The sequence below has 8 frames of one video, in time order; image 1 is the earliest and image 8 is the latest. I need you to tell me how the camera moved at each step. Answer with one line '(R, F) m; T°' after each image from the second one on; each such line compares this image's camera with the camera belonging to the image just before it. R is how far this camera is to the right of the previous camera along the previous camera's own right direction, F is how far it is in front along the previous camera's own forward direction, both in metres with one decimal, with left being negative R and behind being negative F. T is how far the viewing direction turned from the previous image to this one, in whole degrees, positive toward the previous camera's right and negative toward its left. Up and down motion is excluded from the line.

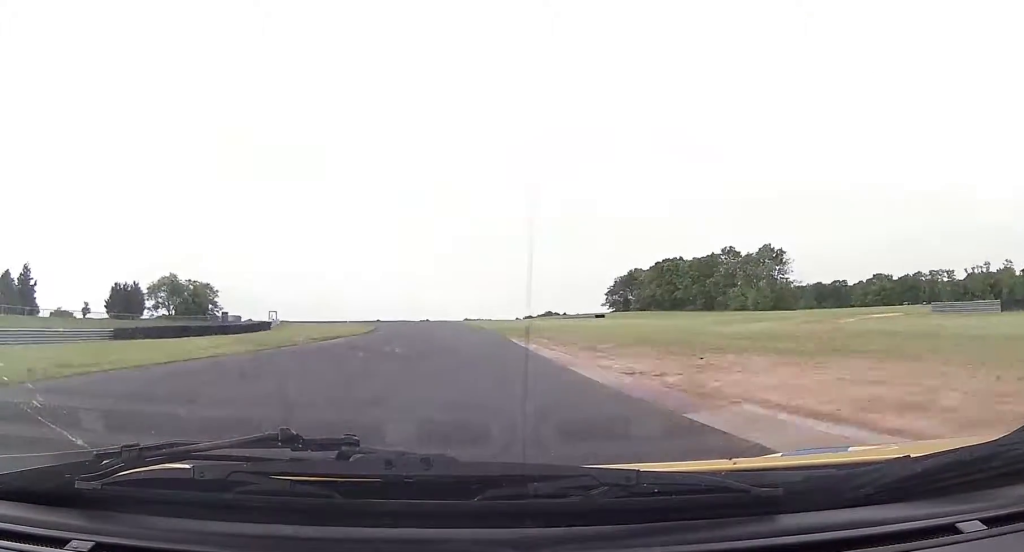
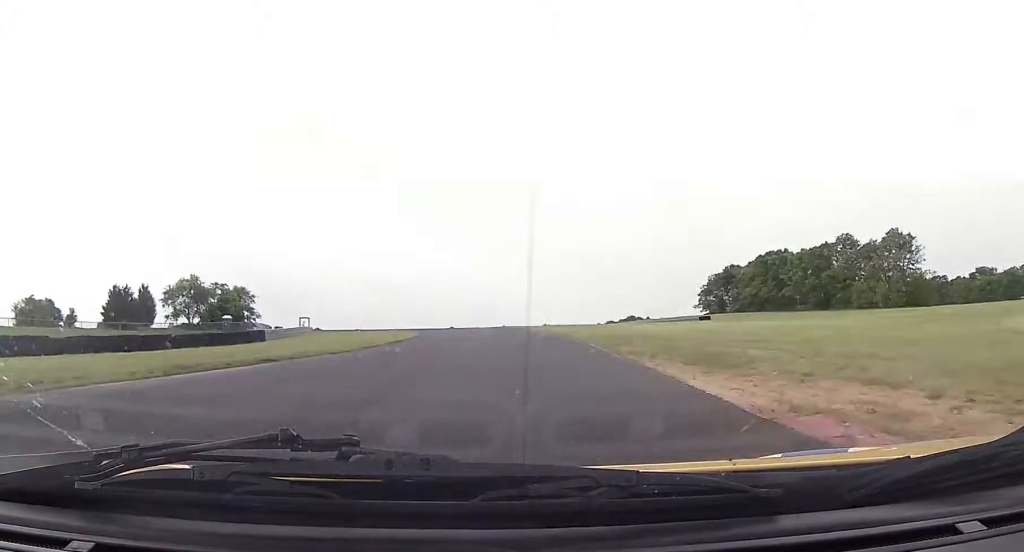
(-2.1, +28.3) m; -6°
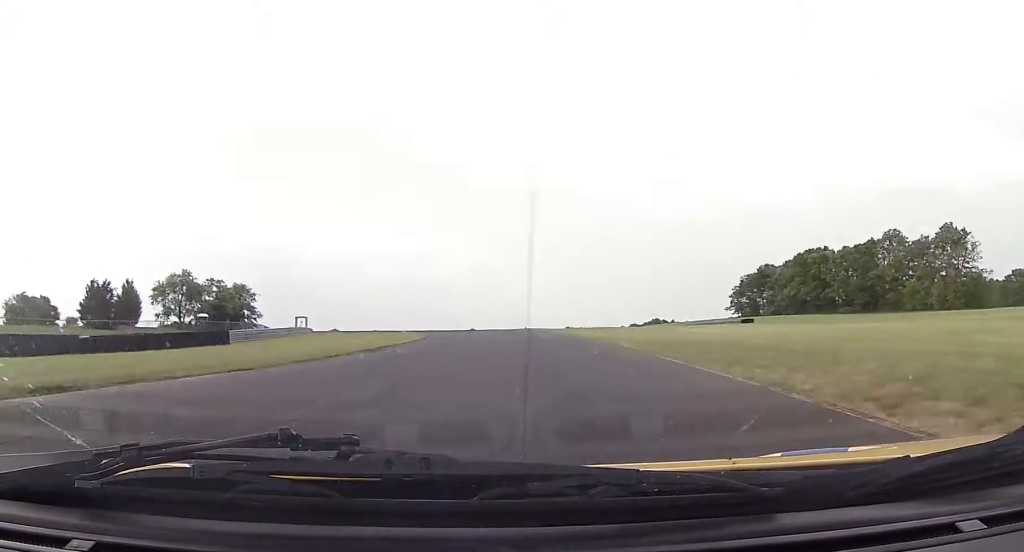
(-0.4, +13.2) m; -2°
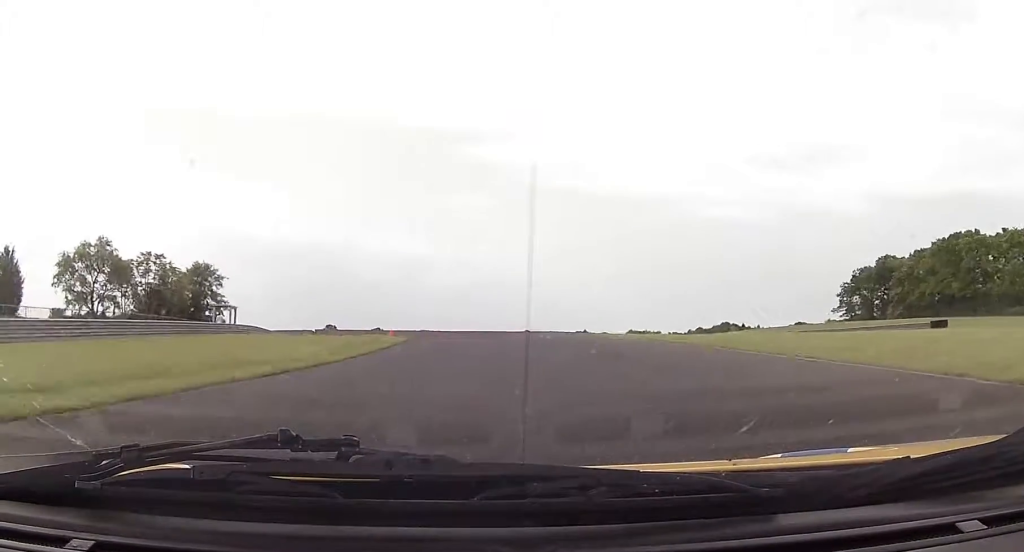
(-1.0, +45.3) m; -4°
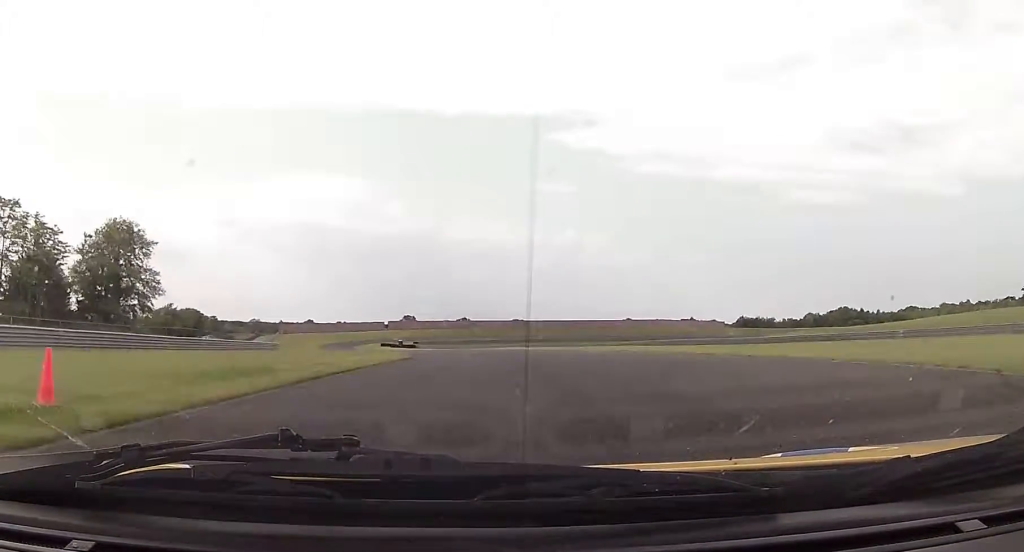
(-2.5, +48.1) m; -8°
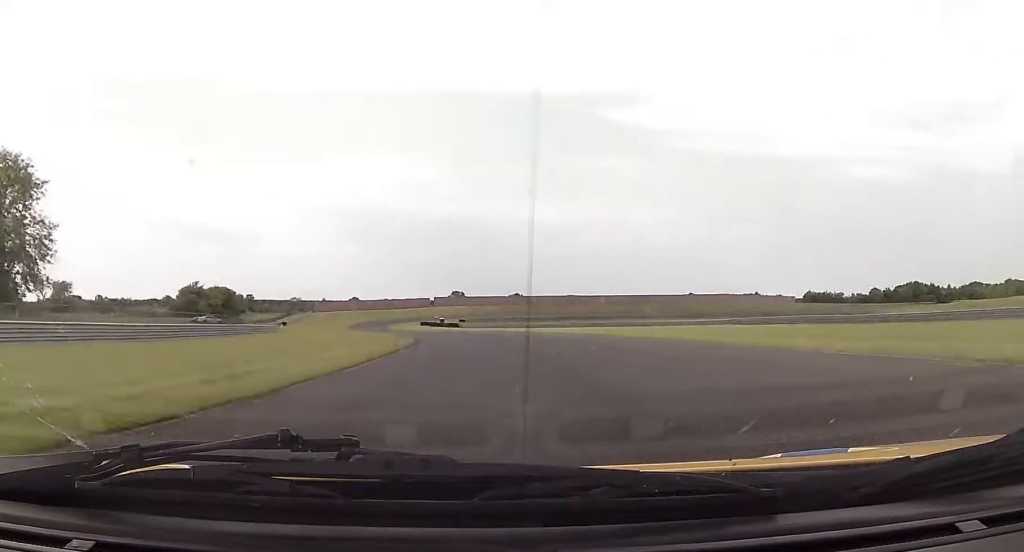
(-1.5, +26.0) m; -5°
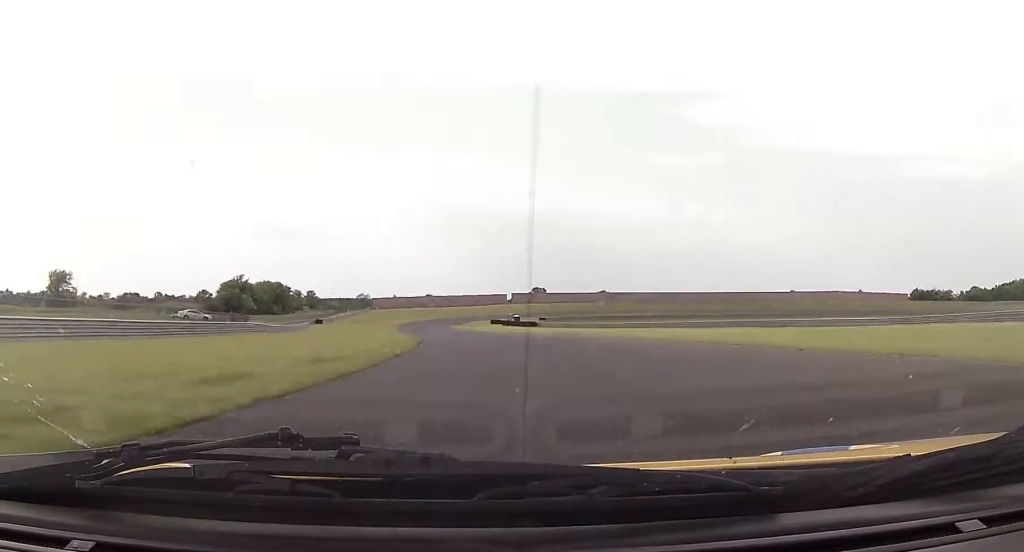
(-2.4, +36.2) m; -7°
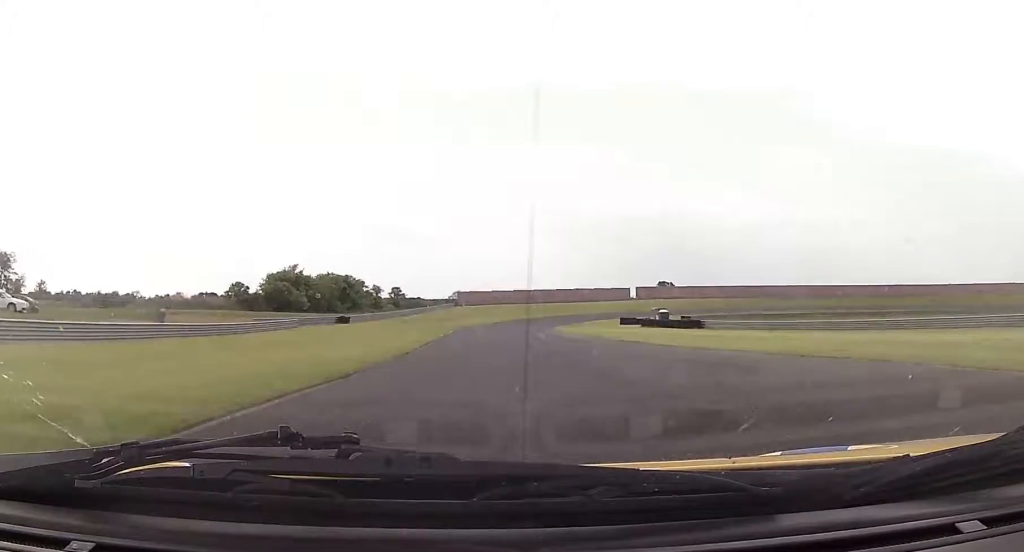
(-3.9, +57.2) m; -6°
